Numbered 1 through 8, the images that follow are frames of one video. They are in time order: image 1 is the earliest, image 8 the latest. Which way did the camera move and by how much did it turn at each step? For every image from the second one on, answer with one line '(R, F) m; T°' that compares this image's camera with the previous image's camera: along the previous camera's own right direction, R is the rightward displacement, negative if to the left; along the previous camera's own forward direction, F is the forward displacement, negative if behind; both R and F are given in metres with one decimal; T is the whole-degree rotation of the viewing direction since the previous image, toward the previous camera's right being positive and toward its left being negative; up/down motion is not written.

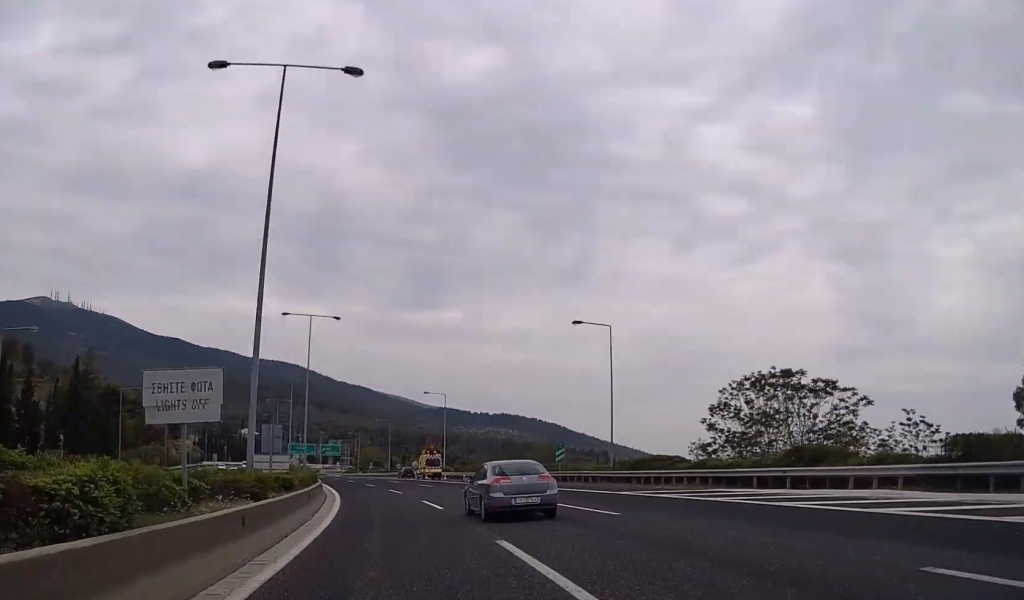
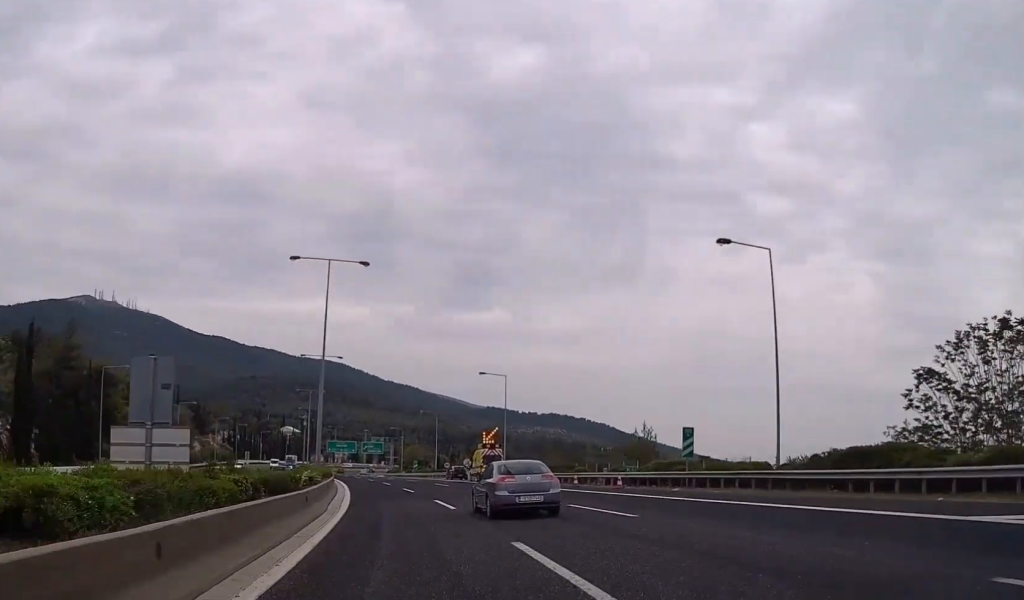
(+0.3, +20.3) m; -2°
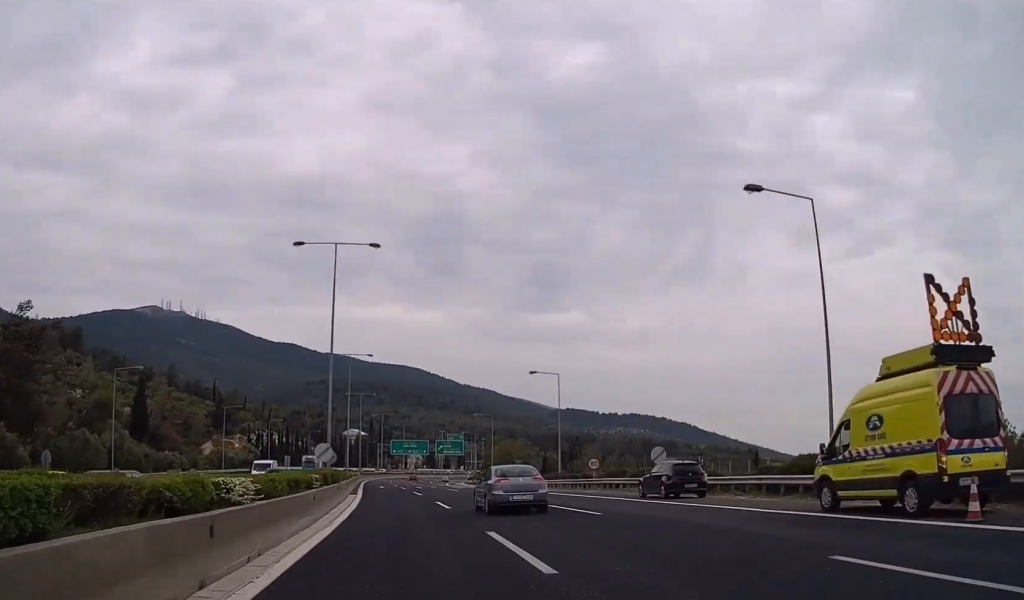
(-4.2, +52.6) m; -6°
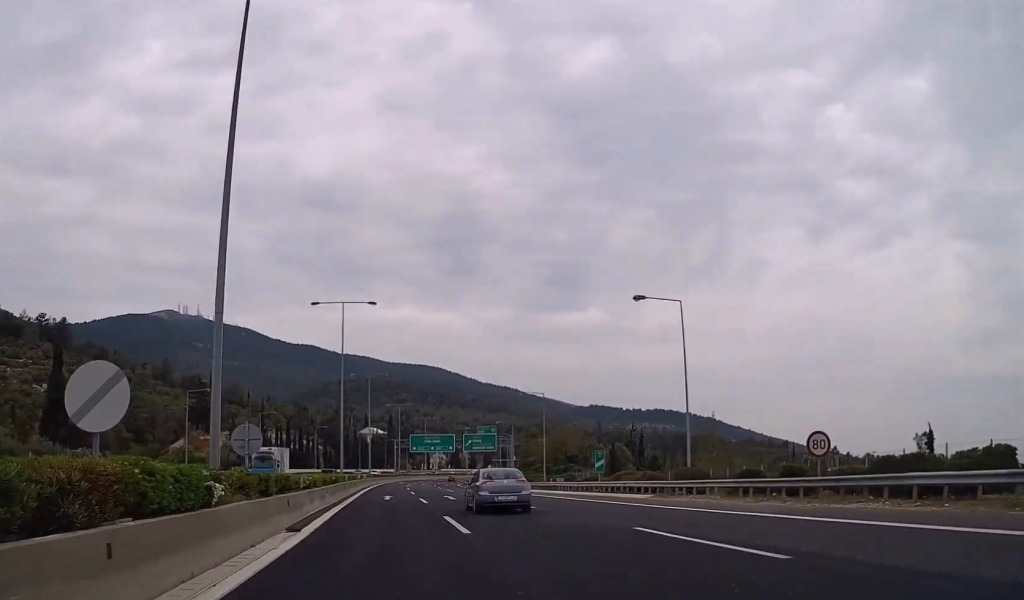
(-0.1, +29.1) m; -1°
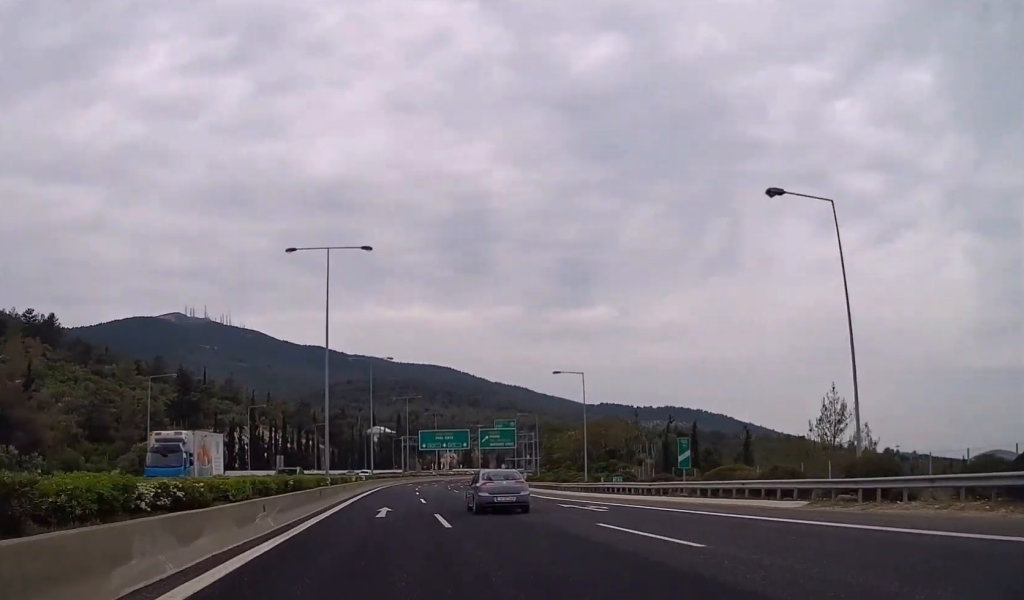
(-0.2, +16.2) m; -1°
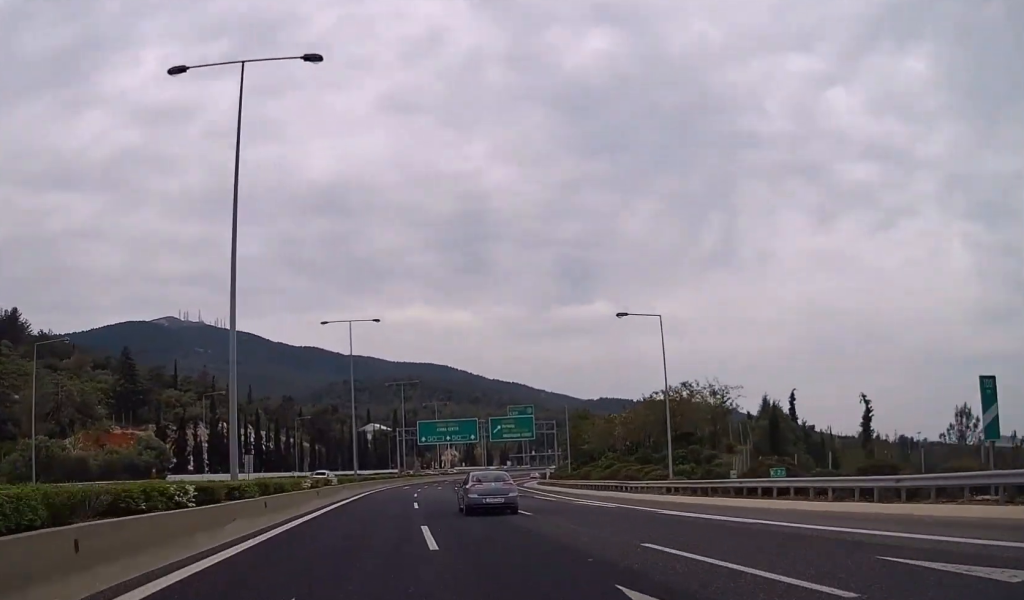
(-0.2, +22.4) m; 0°
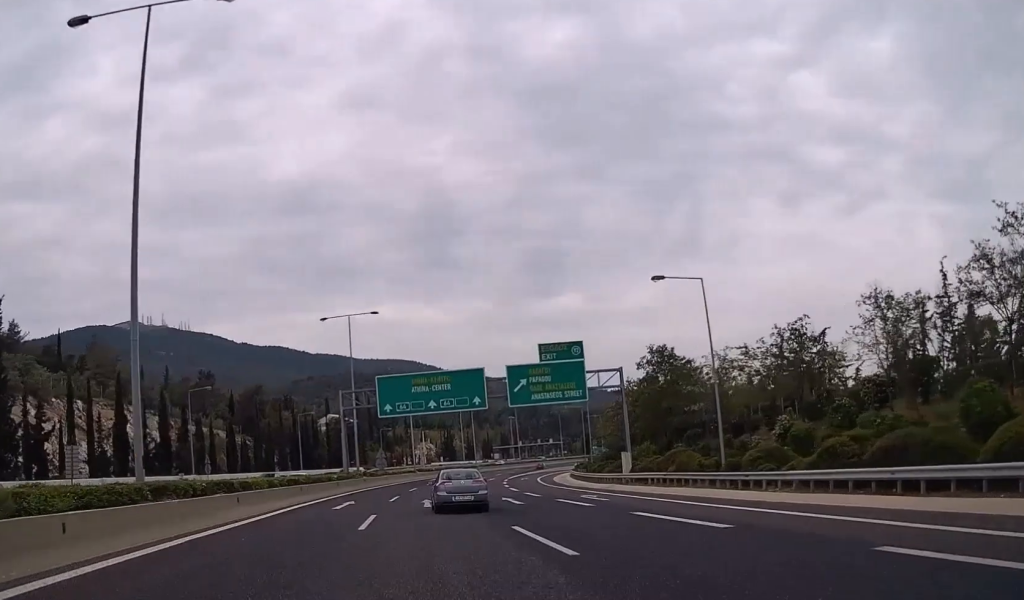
(+0.6, +49.3) m; +2°
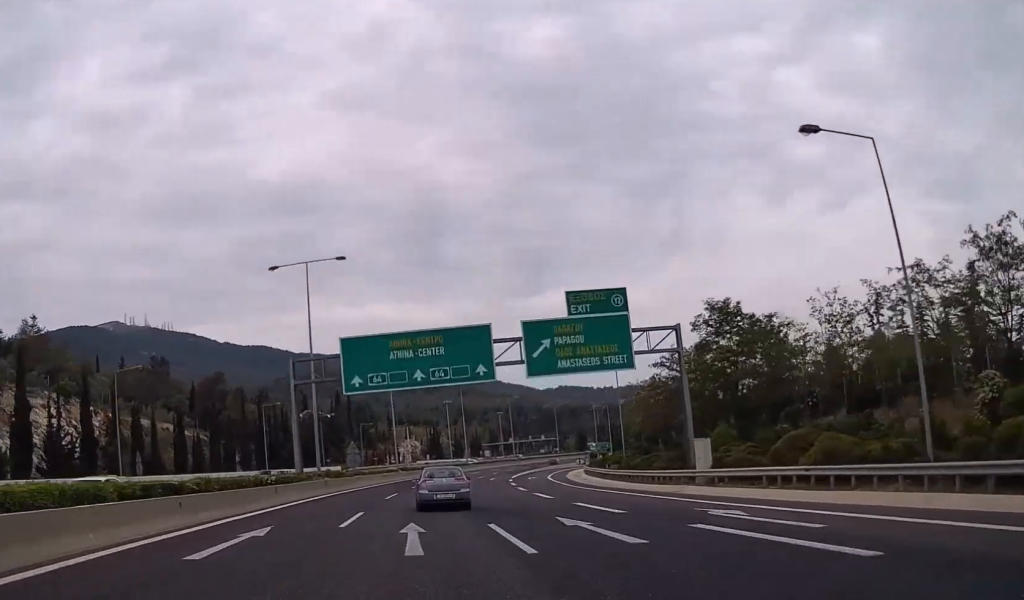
(+0.1, +17.8) m; +1°
